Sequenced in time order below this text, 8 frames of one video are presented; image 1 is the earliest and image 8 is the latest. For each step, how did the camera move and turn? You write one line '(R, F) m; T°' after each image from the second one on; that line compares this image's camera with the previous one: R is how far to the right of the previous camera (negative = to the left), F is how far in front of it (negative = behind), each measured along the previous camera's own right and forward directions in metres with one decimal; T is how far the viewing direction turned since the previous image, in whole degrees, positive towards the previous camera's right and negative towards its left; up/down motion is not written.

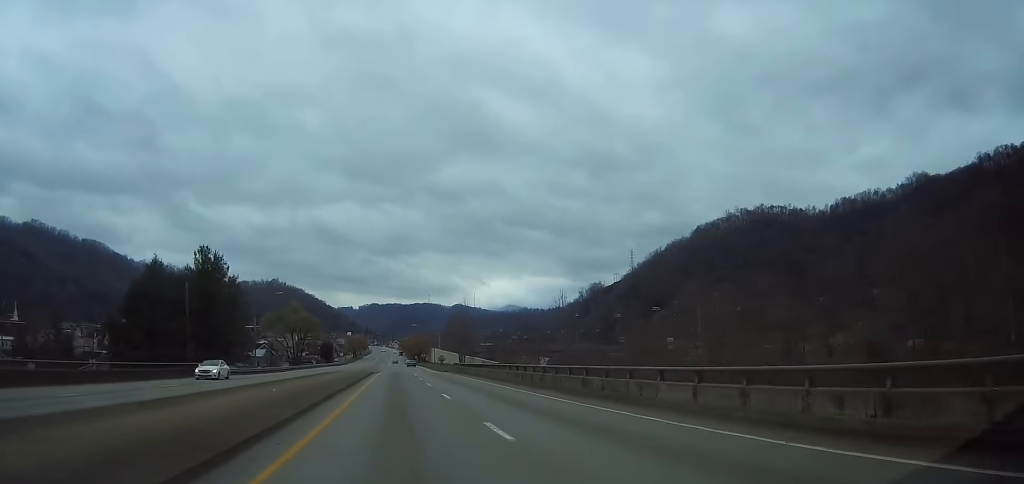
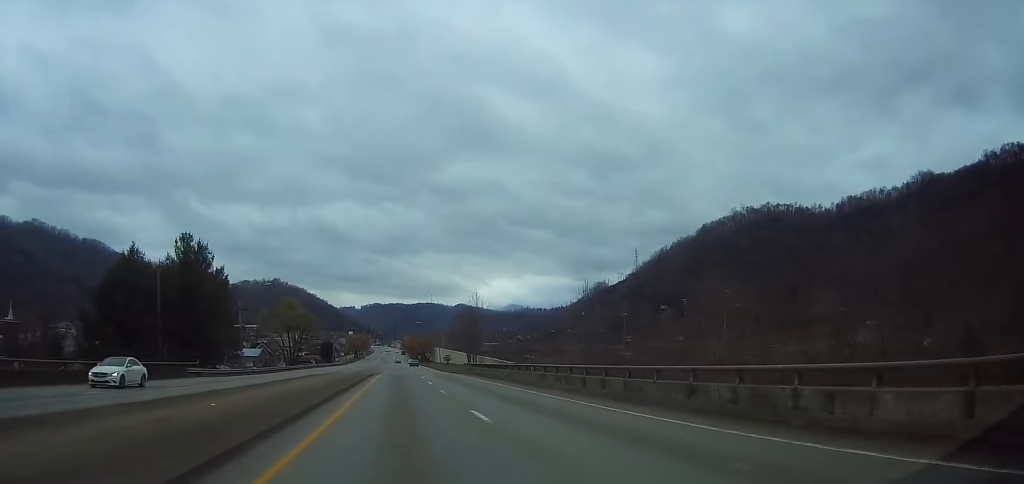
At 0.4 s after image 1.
(+0.1, +9.4) m; +1°
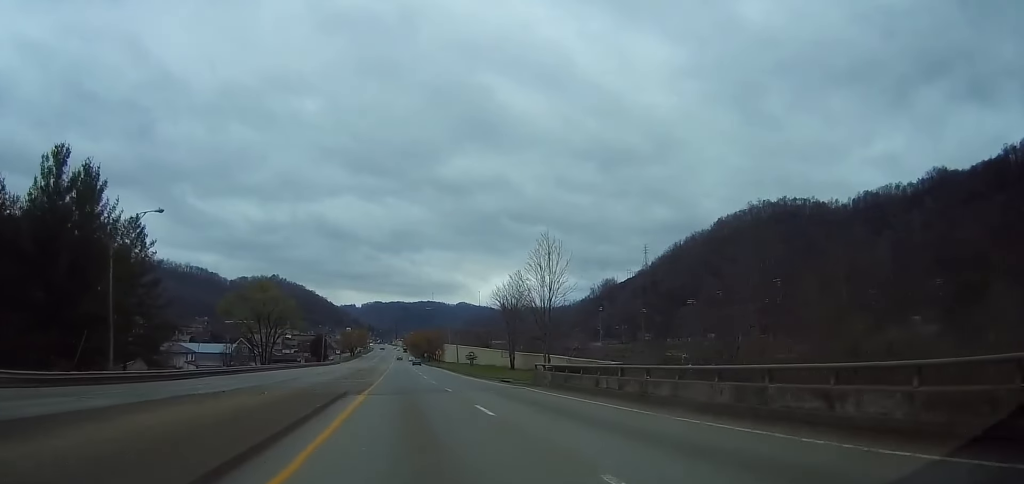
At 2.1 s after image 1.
(0.0, +35.1) m; -1°
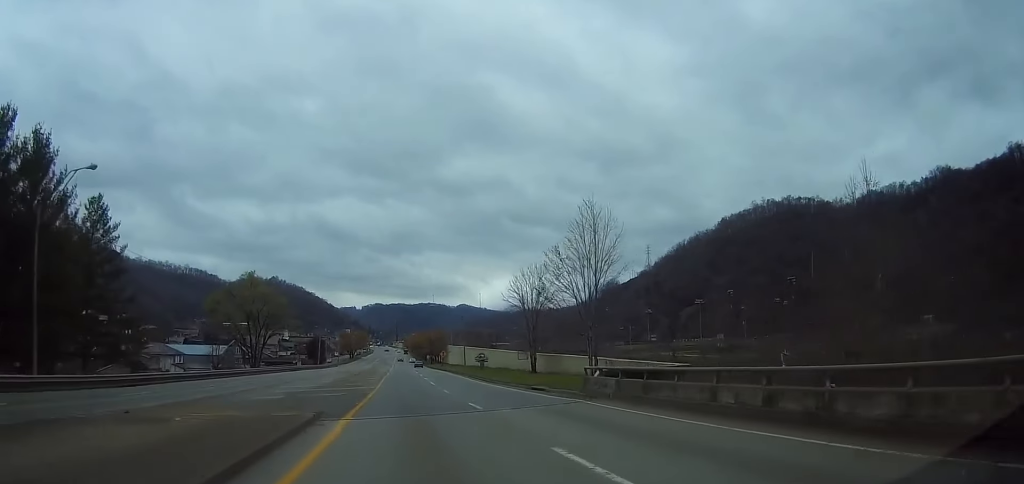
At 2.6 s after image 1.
(-0.2, +9.6) m; 0°
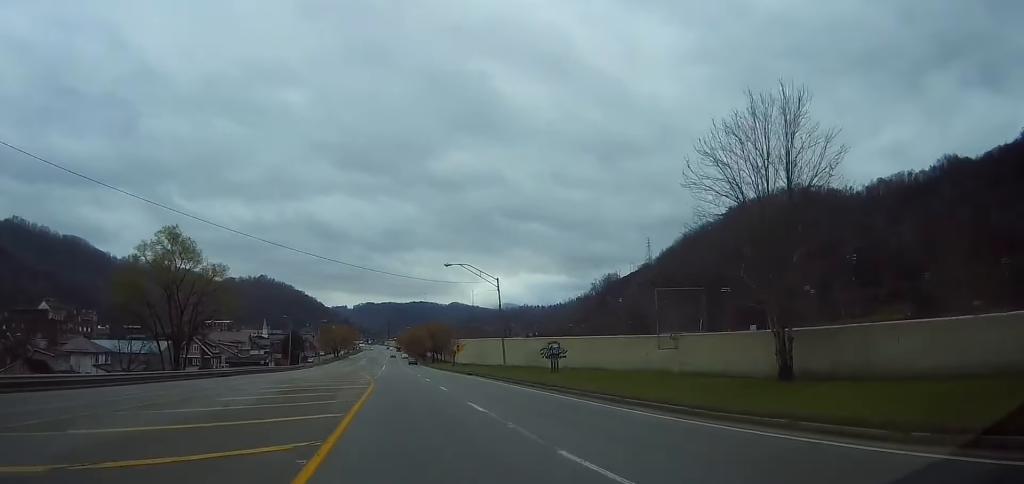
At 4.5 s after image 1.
(+0.1, +37.5) m; 0°
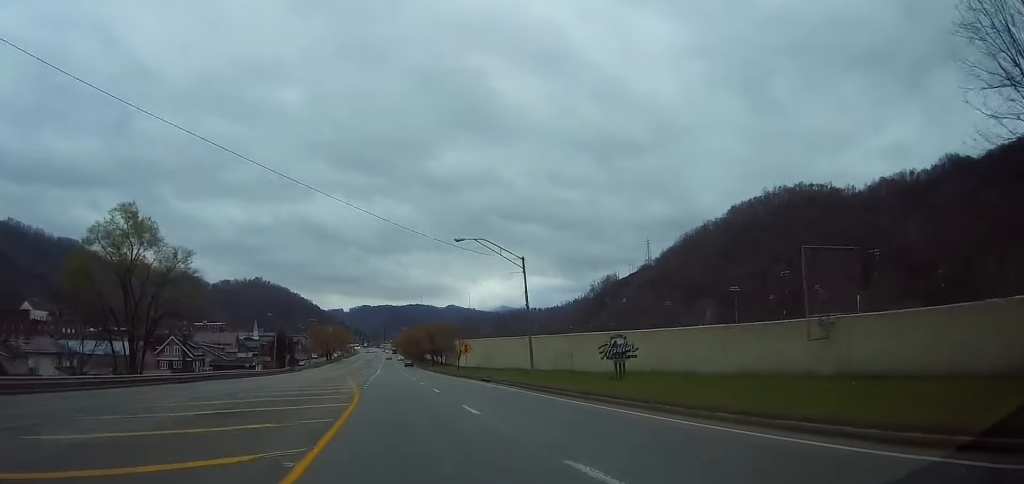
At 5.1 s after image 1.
(0.0, +12.3) m; 0°
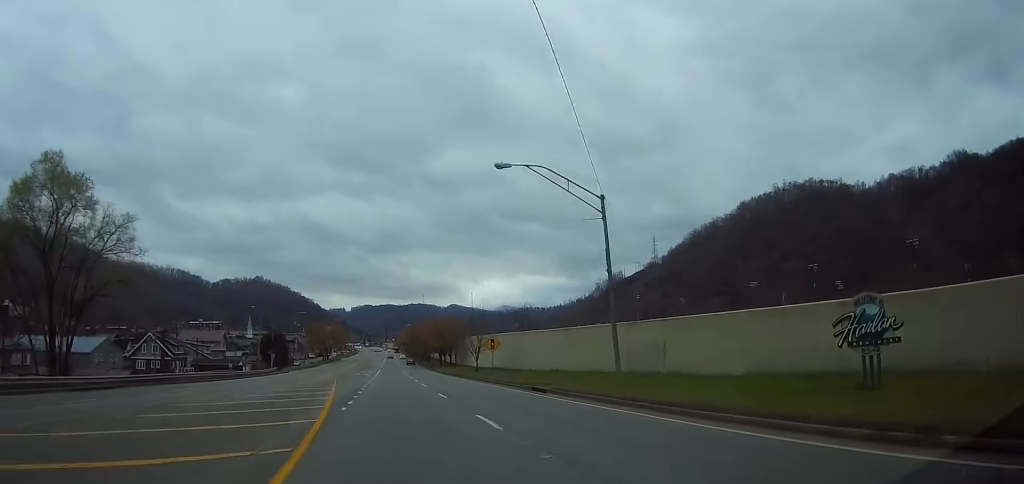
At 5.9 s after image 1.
(+0.2, +16.1) m; 0°
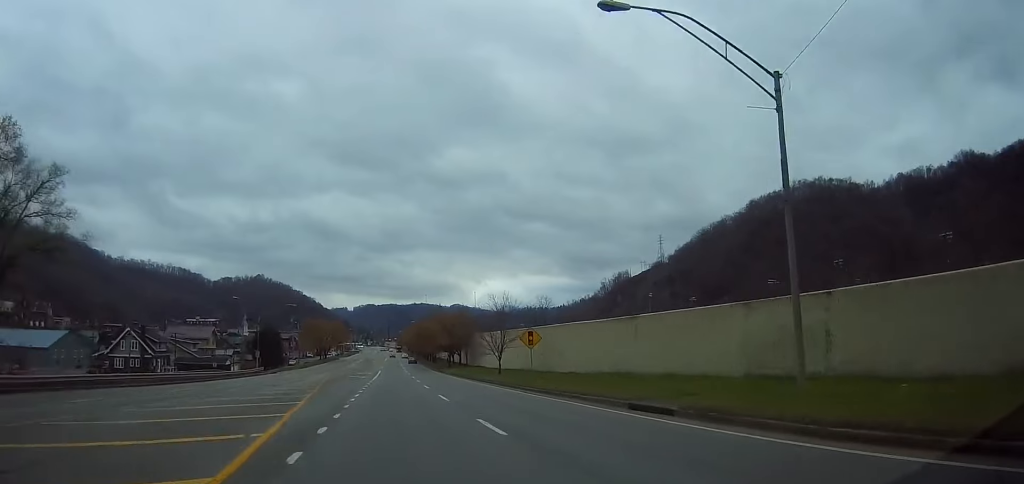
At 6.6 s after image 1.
(-0.3, +12.8) m; 0°
